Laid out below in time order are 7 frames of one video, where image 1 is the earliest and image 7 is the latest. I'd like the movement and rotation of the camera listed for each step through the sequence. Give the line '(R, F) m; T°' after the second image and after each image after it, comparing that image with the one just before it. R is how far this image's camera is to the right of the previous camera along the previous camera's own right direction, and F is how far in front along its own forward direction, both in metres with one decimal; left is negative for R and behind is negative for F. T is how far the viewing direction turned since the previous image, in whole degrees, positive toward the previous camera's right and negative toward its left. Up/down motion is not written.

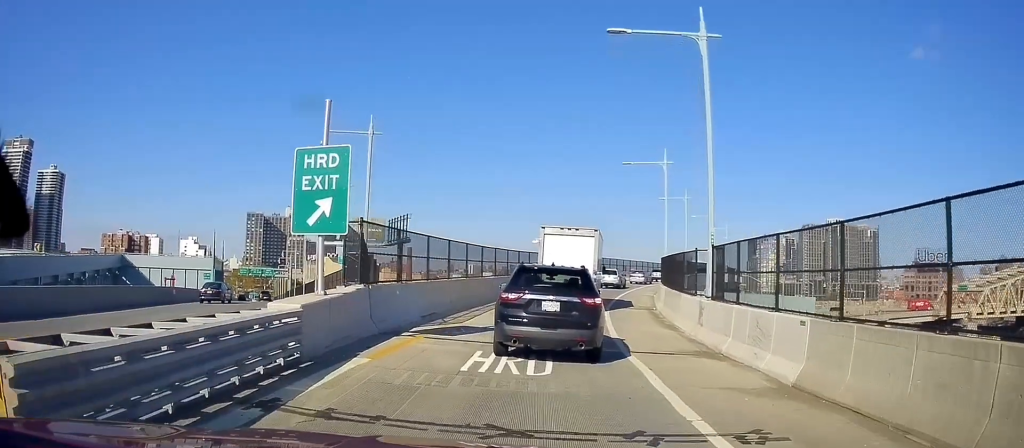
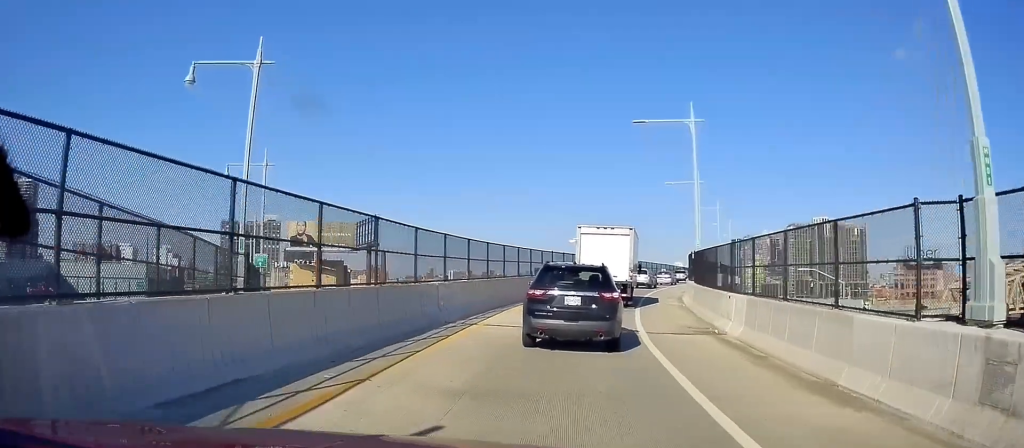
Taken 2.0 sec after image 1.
(+0.4, +12.8) m; +5°
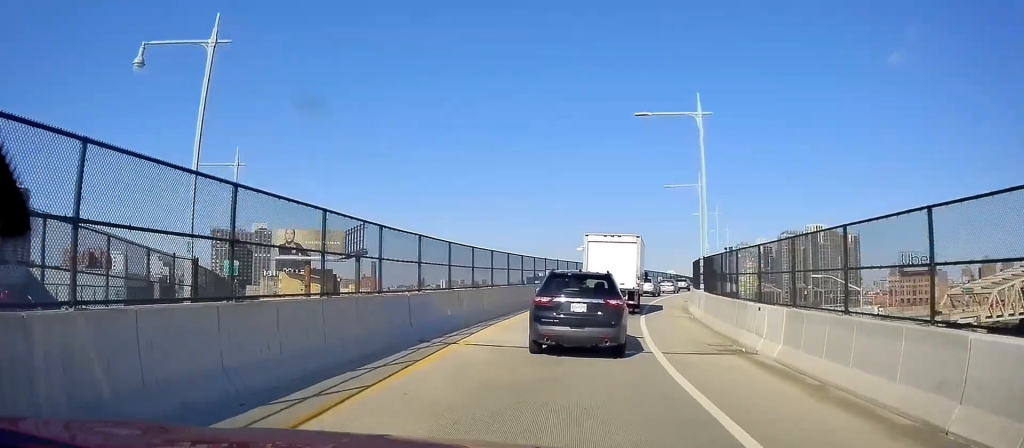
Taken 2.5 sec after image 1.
(+0.1, +2.9) m; +1°
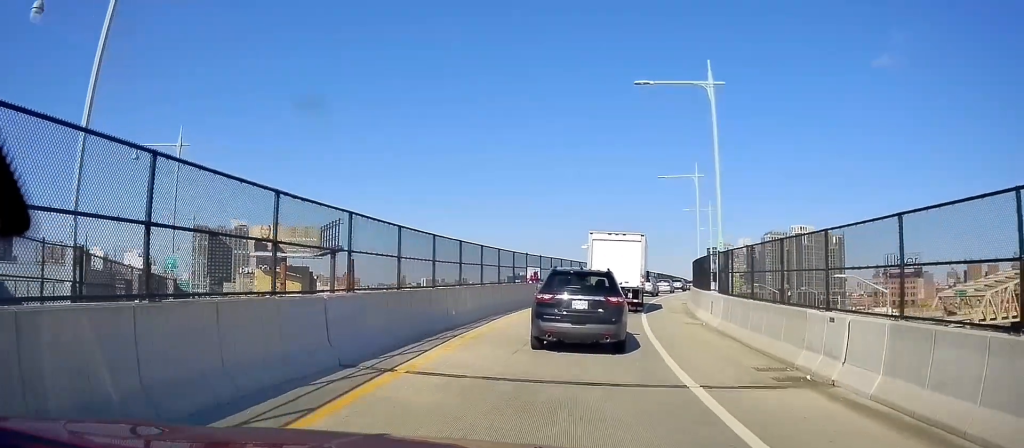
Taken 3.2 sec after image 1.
(0.0, +4.4) m; 0°
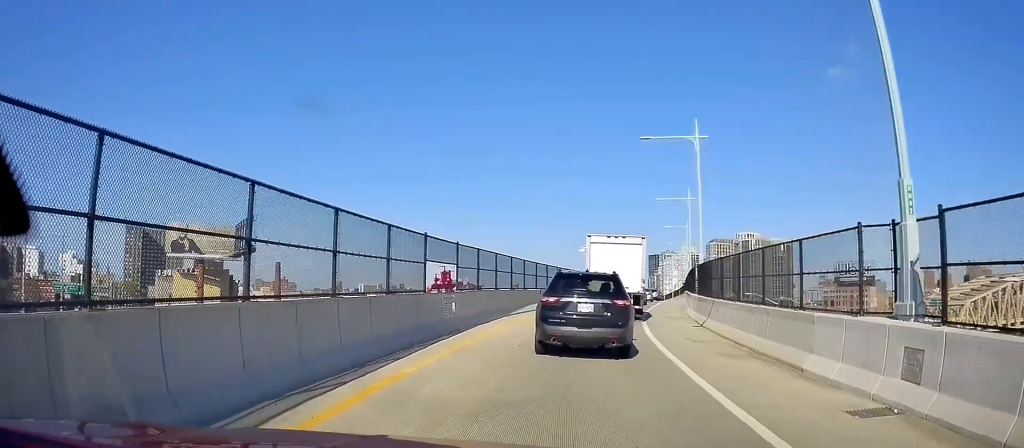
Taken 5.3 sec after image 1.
(+1.1, +14.4) m; +7°
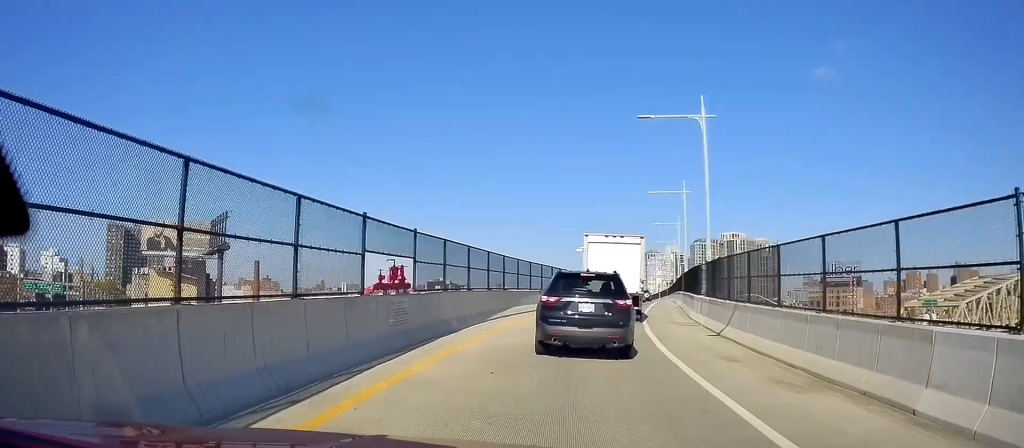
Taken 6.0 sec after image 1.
(-0.1, +4.5) m; +1°
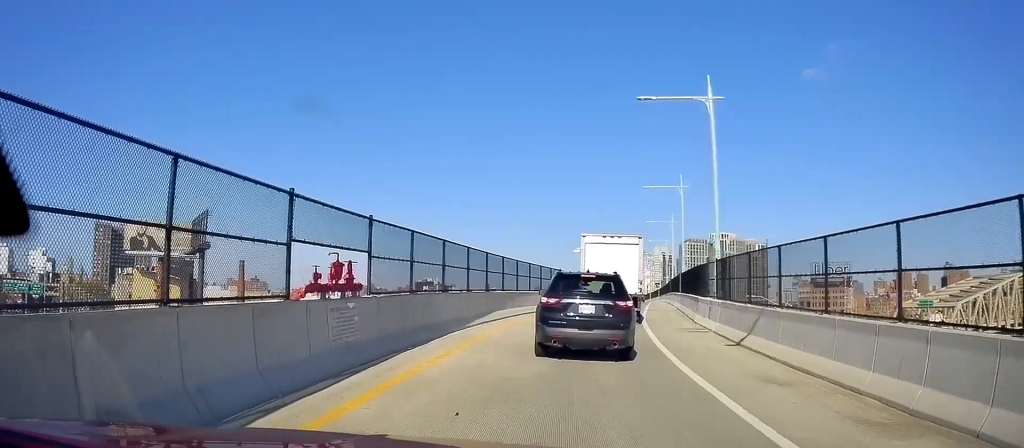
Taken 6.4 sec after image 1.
(-0.2, +3.3) m; +1°
